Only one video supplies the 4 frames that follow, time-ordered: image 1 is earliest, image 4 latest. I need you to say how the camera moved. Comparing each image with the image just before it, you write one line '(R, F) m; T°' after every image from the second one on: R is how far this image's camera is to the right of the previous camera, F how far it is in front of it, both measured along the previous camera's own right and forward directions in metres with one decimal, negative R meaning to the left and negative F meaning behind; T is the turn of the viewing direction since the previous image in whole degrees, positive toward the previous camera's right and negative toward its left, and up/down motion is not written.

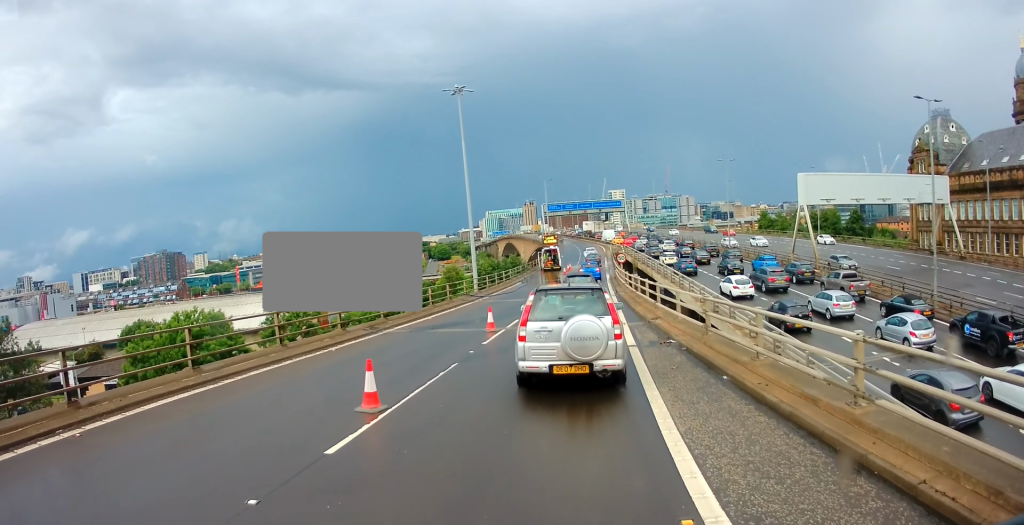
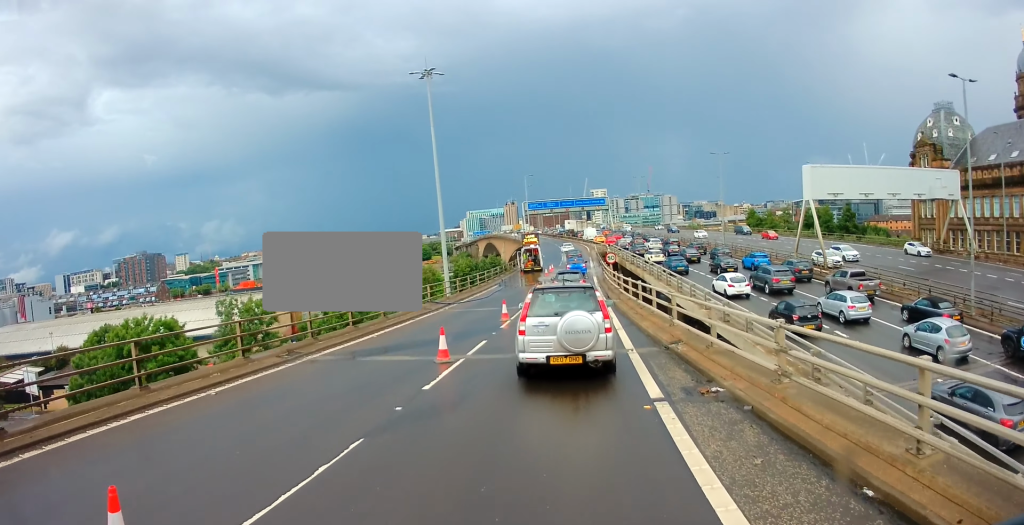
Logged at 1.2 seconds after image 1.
(+0.2, +5.1) m; +2°
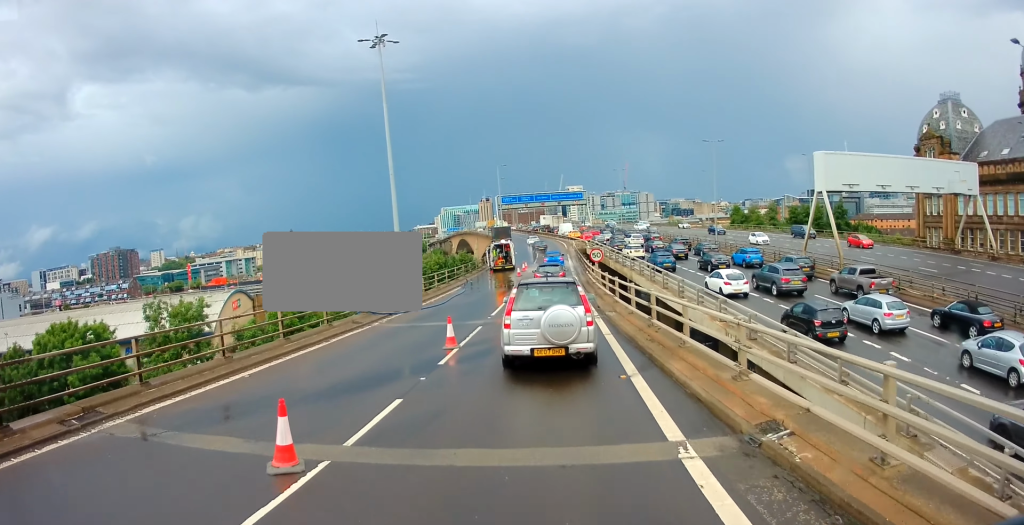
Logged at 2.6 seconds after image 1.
(-0.1, +7.1) m; 0°
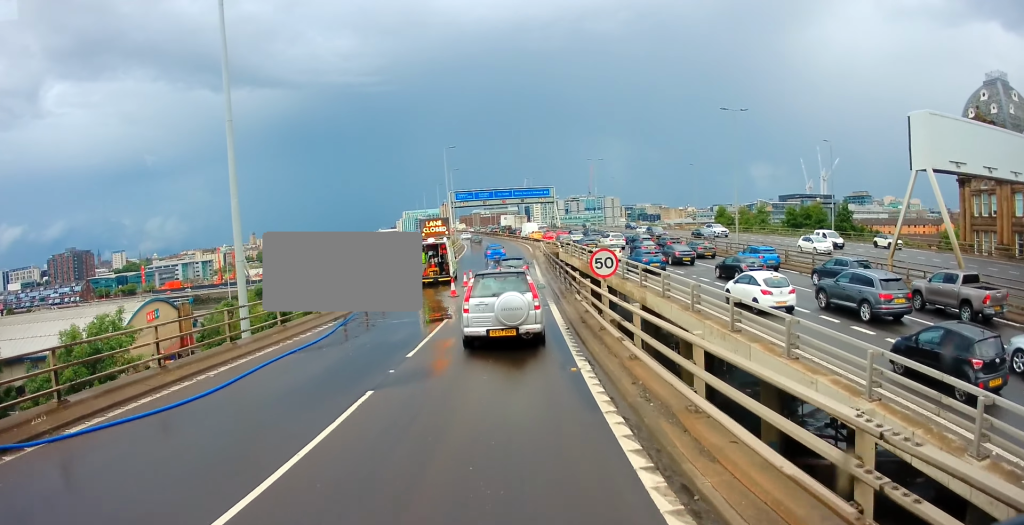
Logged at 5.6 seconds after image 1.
(+0.1, +17.3) m; 0°
